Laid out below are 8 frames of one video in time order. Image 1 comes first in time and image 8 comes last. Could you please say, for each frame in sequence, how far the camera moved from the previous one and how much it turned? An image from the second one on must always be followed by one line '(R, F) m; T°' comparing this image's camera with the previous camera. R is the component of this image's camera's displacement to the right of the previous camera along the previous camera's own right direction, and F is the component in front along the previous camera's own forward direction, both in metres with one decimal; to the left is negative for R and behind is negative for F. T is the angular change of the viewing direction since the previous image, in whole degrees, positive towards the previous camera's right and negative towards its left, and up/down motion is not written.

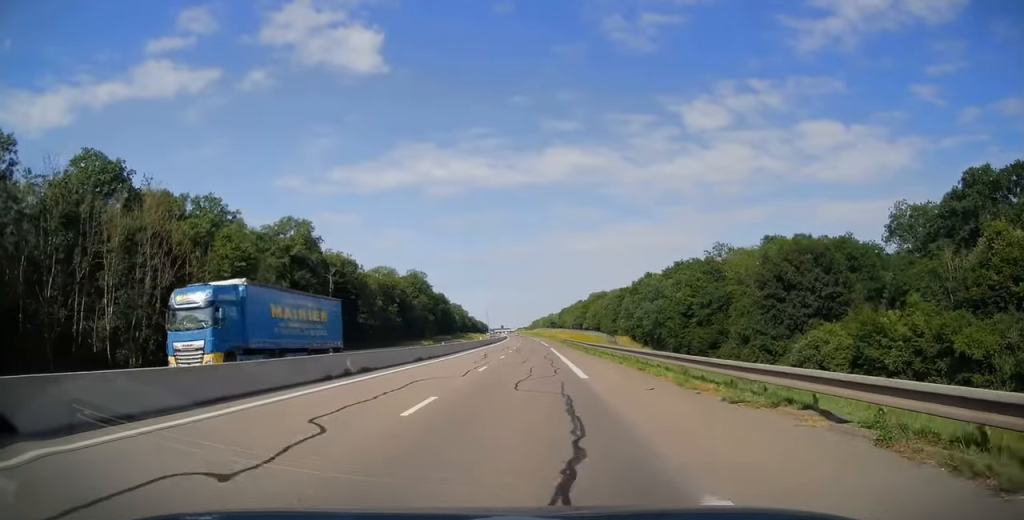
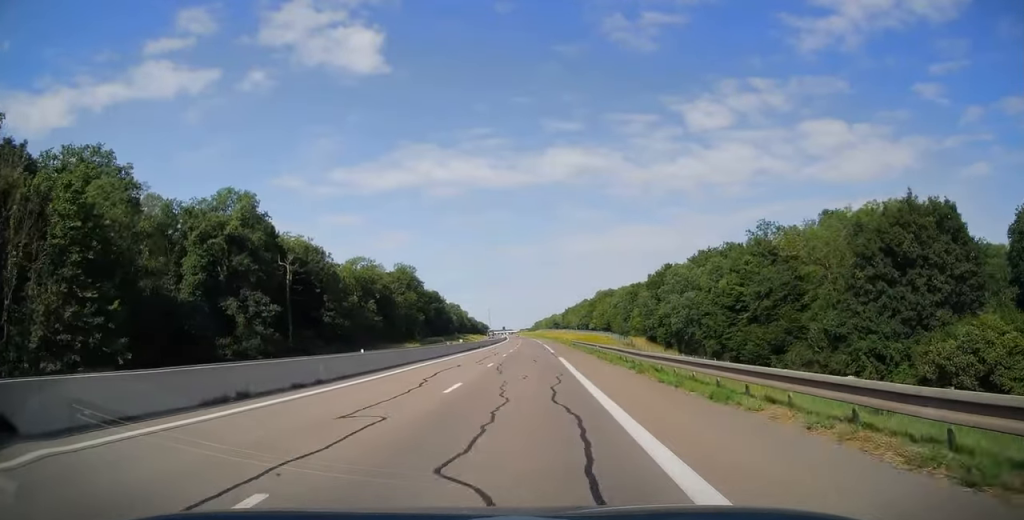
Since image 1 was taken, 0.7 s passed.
(0.0, +21.5) m; 0°
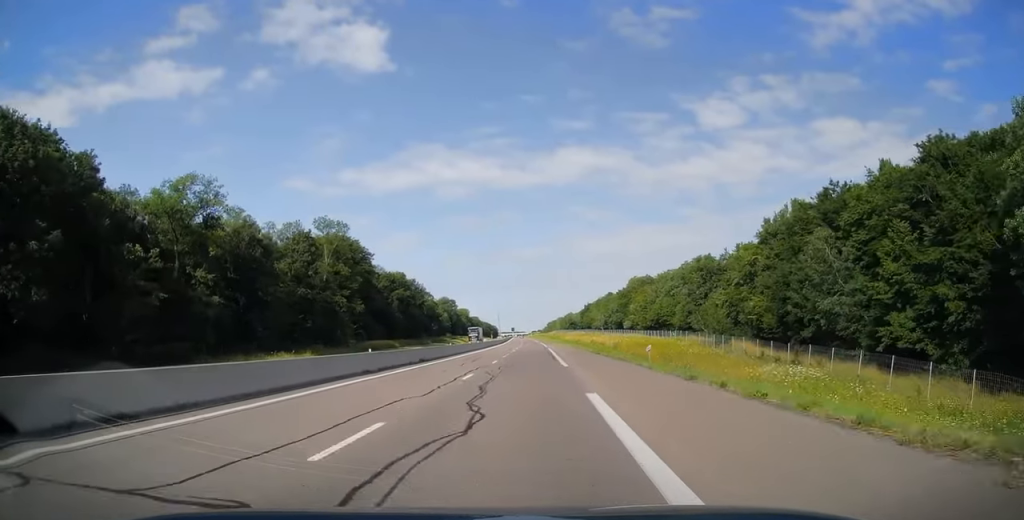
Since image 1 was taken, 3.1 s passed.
(-1.2, +73.1) m; -2°
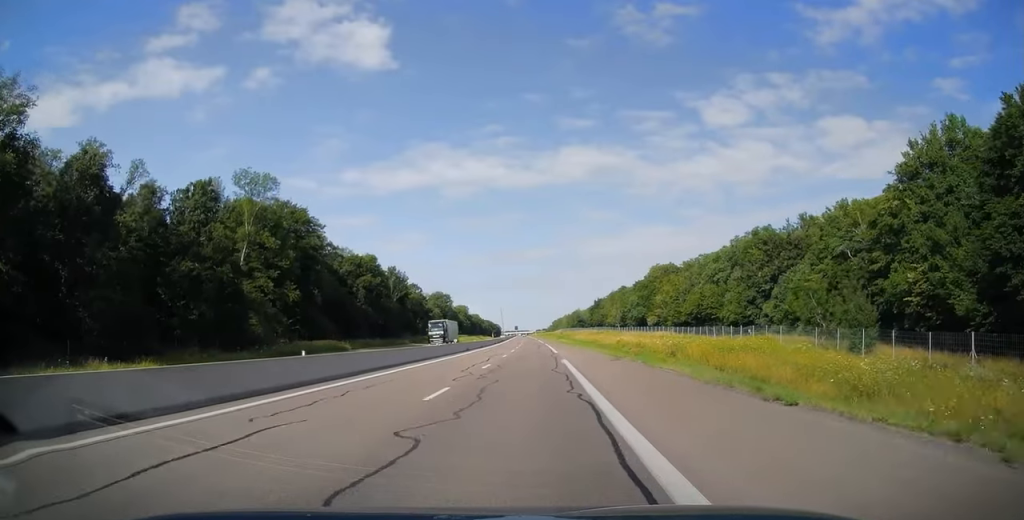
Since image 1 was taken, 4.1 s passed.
(-0.1, +32.7) m; 0°
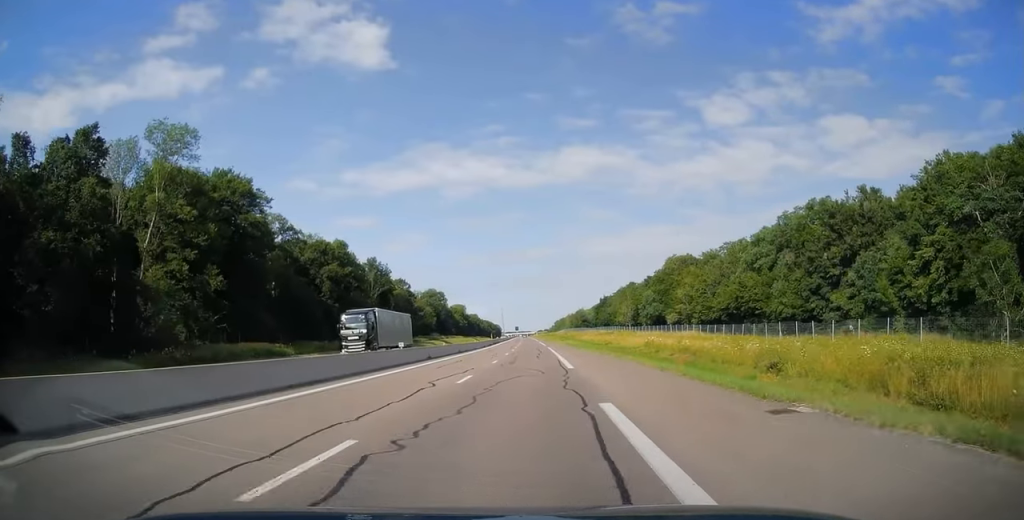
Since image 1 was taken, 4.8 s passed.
(0.0, +21.0) m; 0°
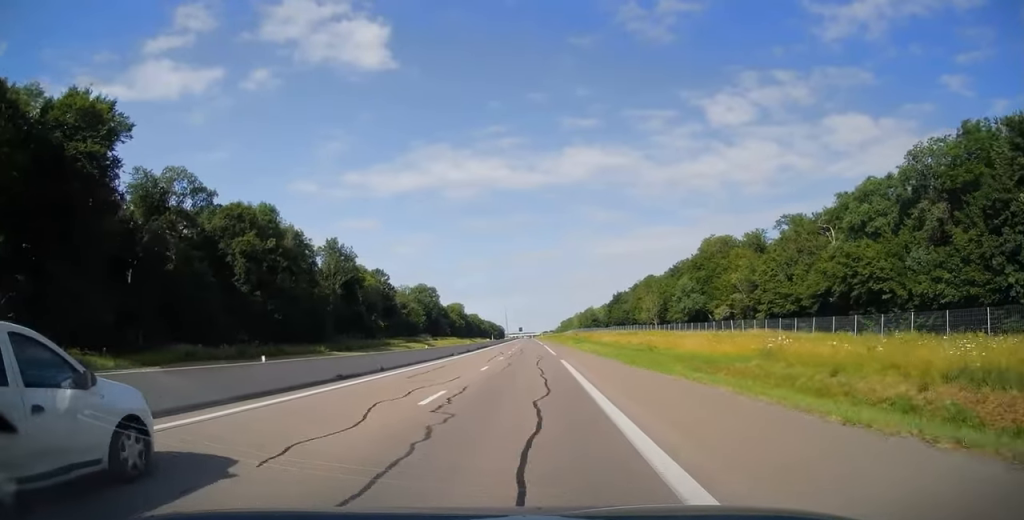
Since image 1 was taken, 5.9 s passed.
(-0.1, +31.6) m; 0°
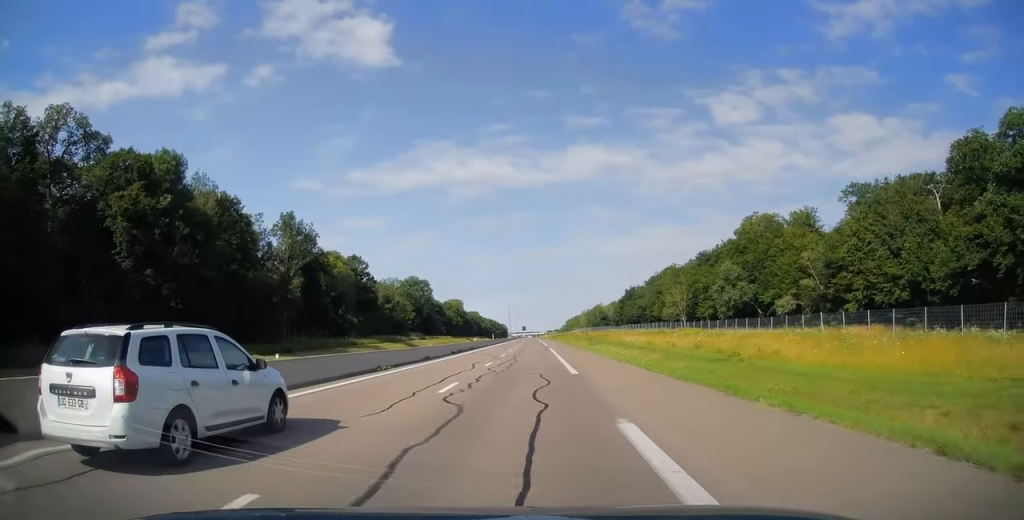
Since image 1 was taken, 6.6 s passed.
(0.0, +23.5) m; 0°
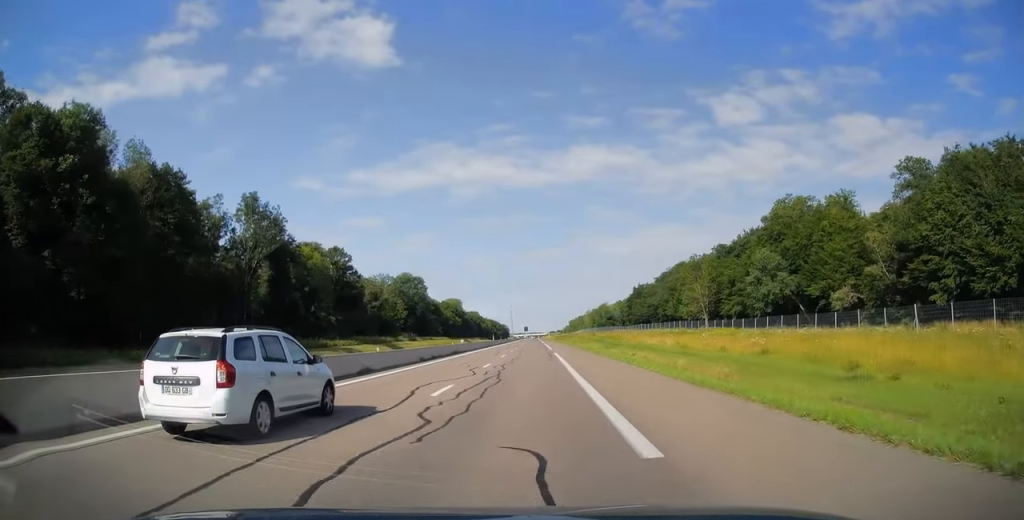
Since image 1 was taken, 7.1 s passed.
(0.0, +13.8) m; 0°
